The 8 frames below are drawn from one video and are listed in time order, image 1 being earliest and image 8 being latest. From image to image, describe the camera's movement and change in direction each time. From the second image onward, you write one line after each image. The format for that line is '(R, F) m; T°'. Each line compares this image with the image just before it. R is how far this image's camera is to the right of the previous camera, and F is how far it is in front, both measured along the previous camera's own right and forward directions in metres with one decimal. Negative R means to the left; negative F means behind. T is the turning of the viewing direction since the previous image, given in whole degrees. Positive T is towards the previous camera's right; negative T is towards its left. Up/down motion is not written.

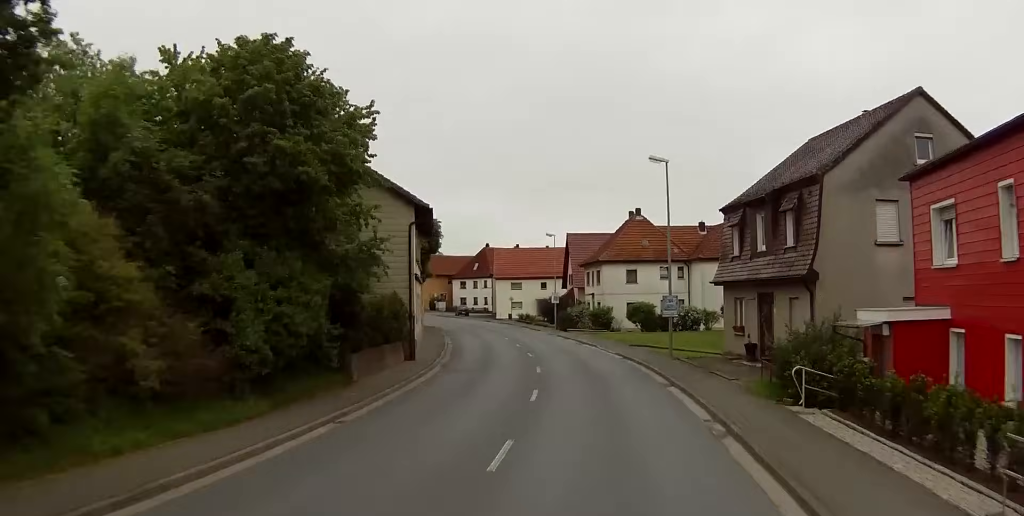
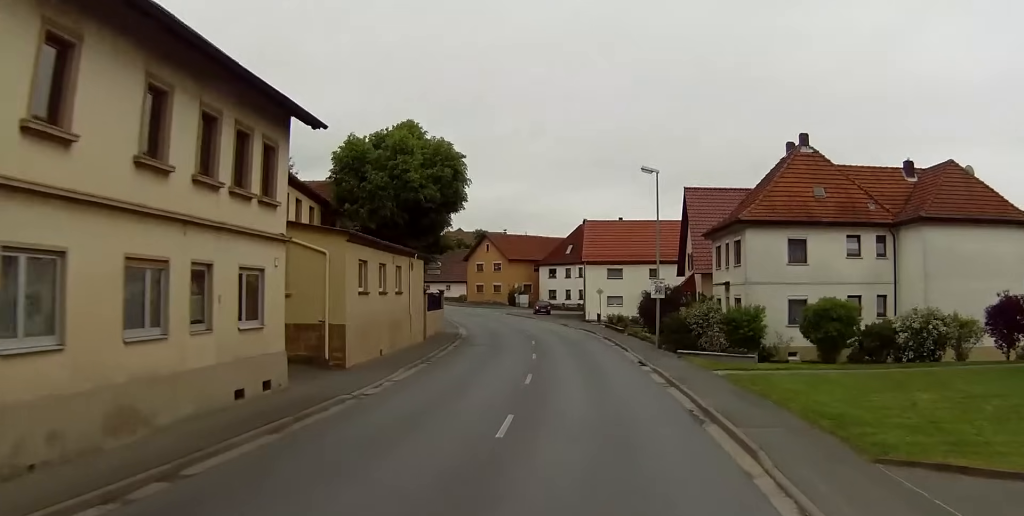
(-1.1, +34.9) m; -5°
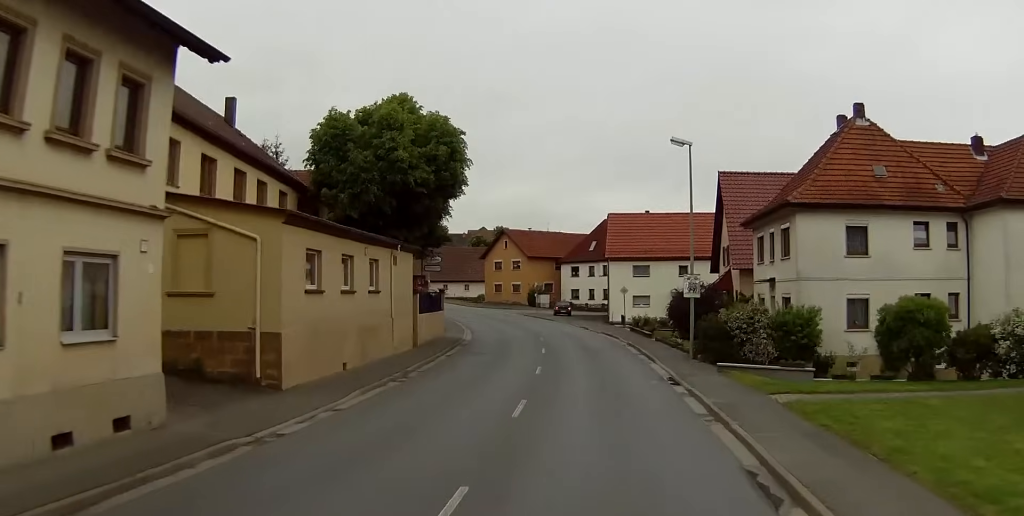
(-0.1, +7.0) m; -2°
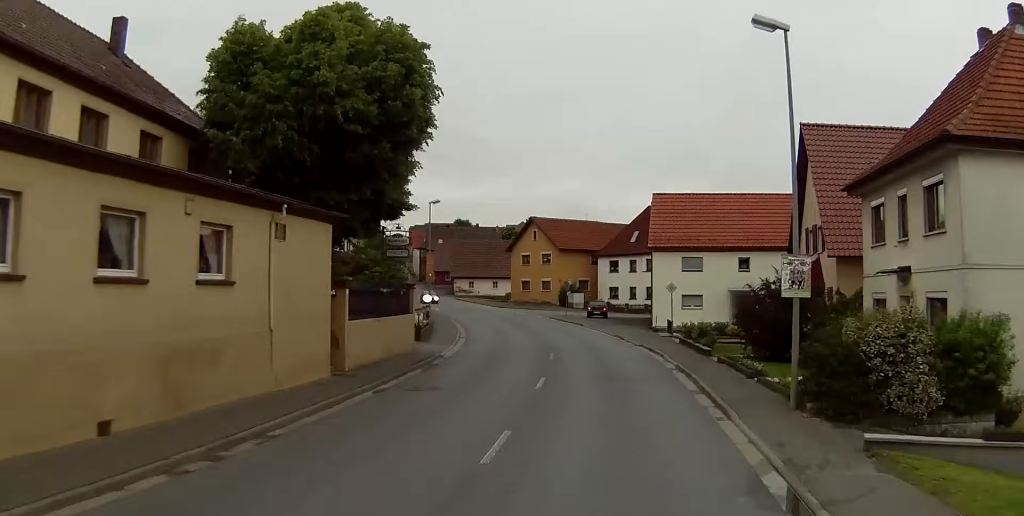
(-0.7, +14.3) m; -6°
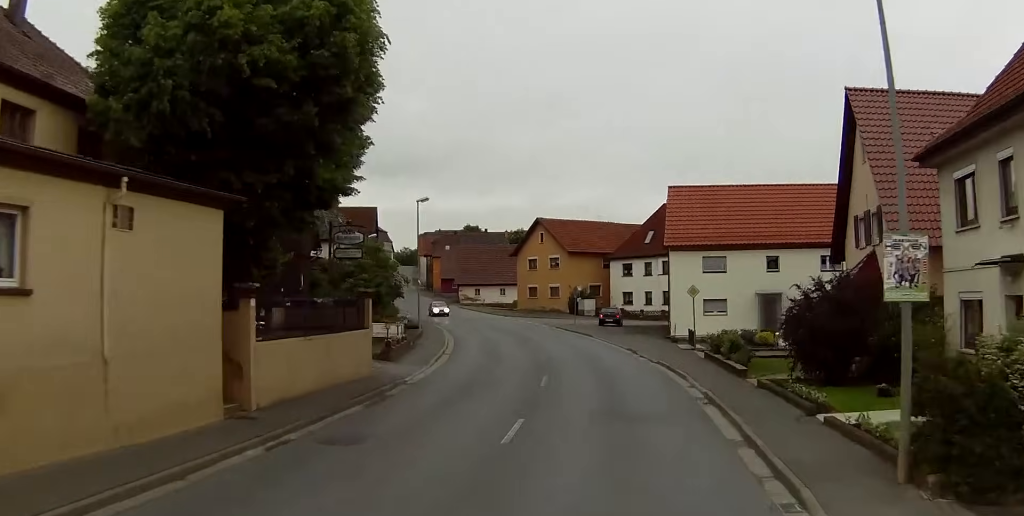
(-0.3, +6.9) m; -2°
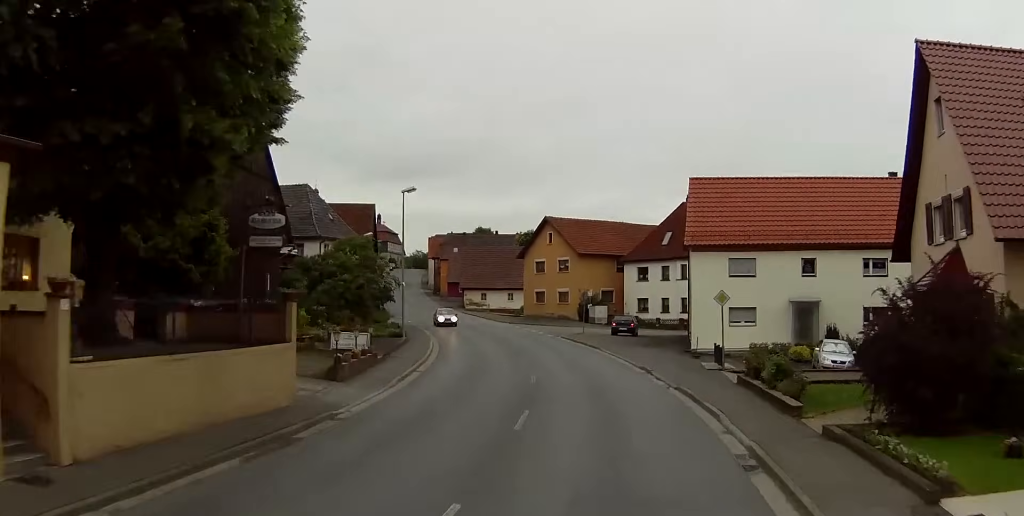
(0.0, +6.9) m; 0°
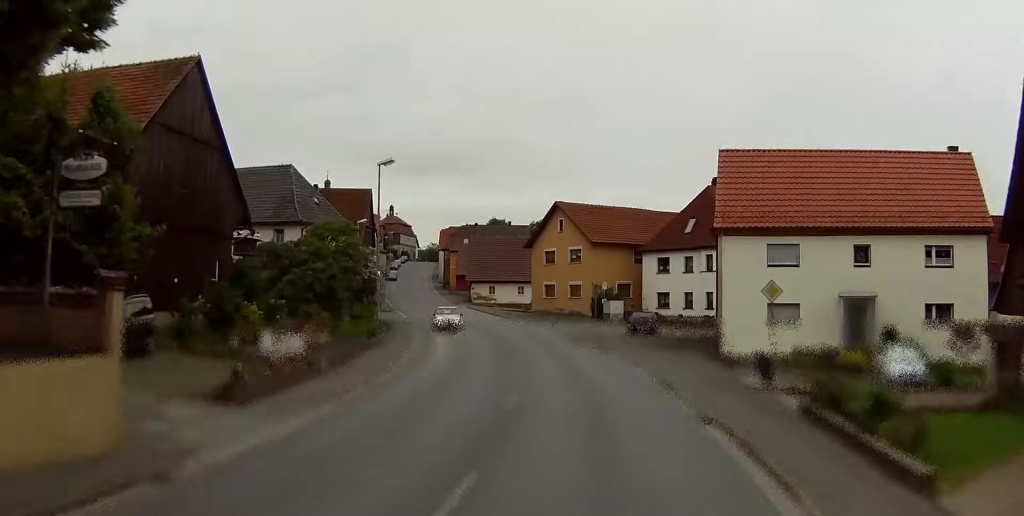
(0.0, +7.8) m; 0°
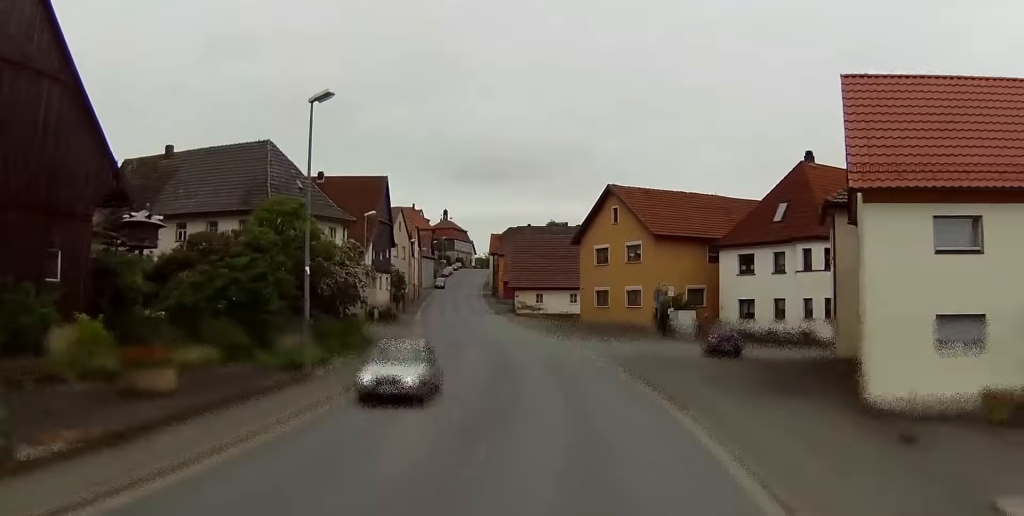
(0.0, +15.5) m; -2°
